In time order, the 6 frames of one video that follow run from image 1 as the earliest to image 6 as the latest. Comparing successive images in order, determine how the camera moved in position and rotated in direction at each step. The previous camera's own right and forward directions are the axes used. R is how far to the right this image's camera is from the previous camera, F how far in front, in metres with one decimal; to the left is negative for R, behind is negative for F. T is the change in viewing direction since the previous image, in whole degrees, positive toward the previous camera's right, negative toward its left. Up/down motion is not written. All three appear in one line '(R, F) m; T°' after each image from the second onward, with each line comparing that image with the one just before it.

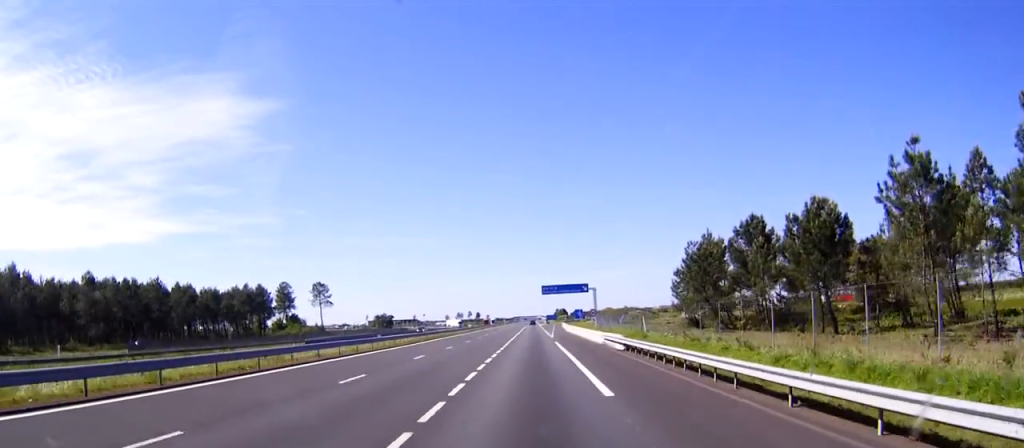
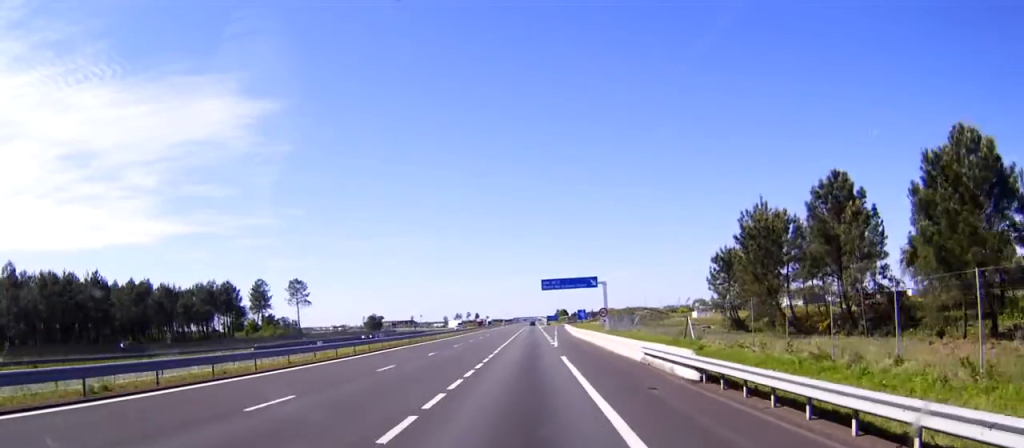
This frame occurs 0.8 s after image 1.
(0.0, +19.9) m; 0°
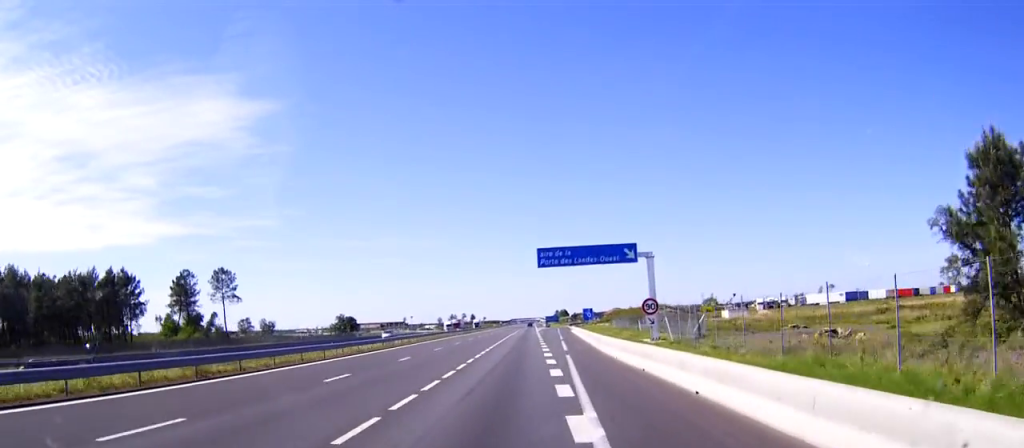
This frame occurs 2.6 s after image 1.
(+0.1, +45.2) m; 0°
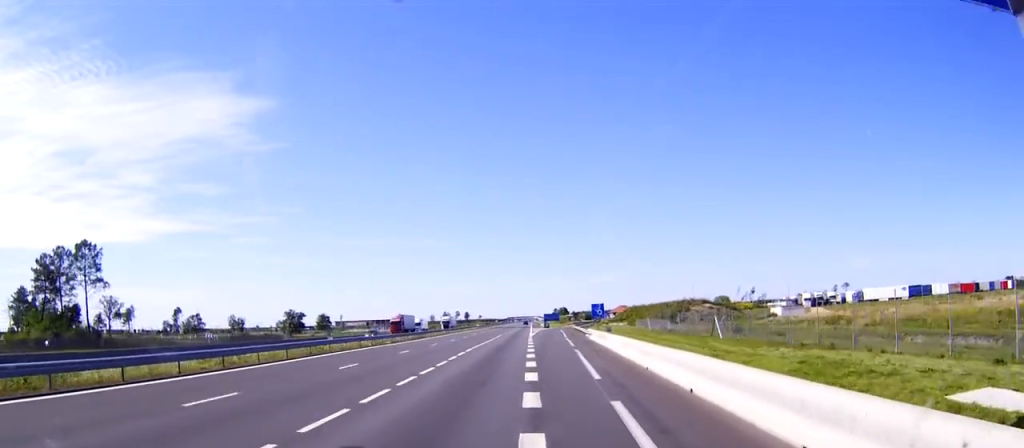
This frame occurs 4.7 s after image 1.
(0.0, +49.0) m; 0°
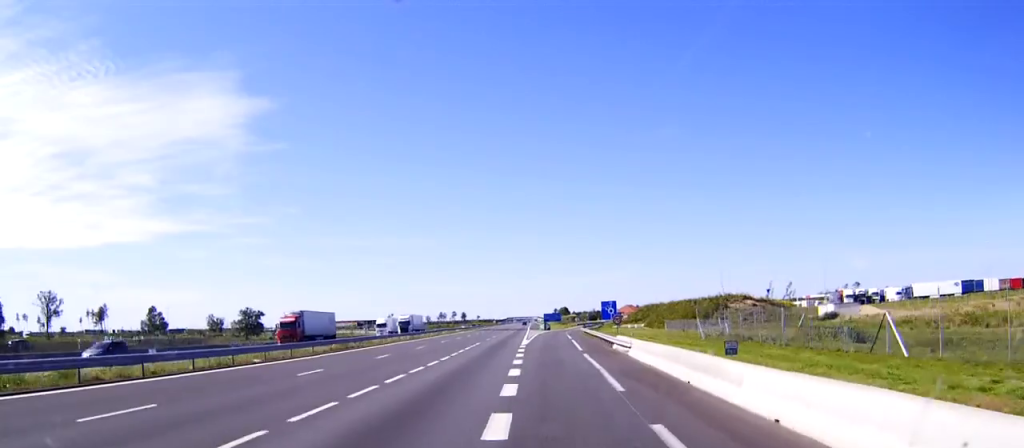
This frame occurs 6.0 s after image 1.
(0.0, +30.6) m; 0°
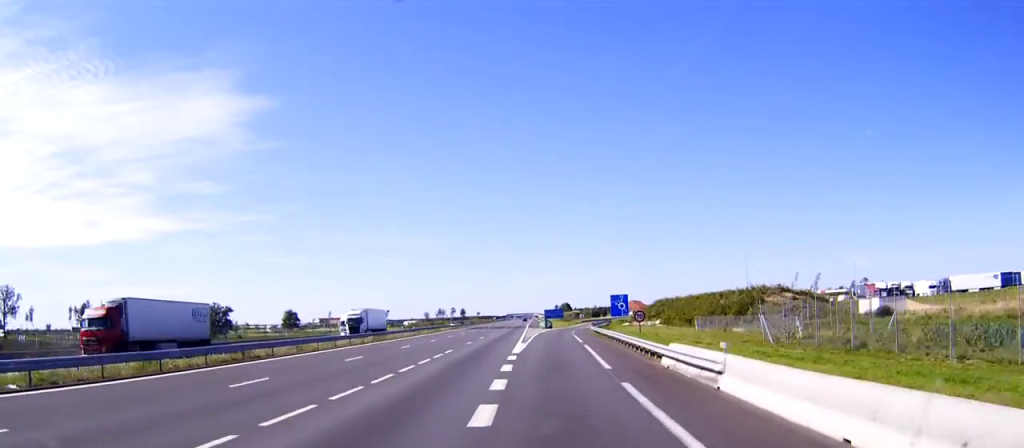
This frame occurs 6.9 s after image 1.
(0.0, +18.7) m; 0°
